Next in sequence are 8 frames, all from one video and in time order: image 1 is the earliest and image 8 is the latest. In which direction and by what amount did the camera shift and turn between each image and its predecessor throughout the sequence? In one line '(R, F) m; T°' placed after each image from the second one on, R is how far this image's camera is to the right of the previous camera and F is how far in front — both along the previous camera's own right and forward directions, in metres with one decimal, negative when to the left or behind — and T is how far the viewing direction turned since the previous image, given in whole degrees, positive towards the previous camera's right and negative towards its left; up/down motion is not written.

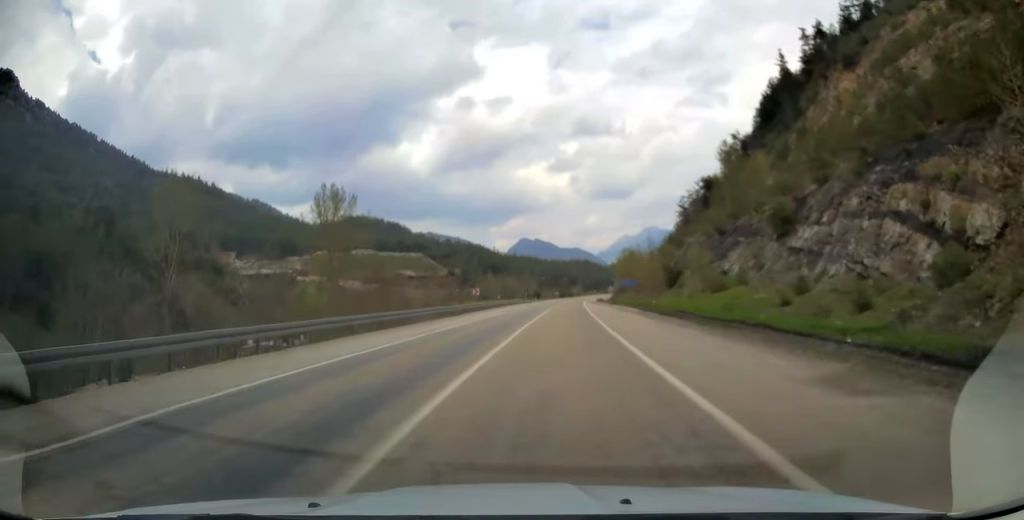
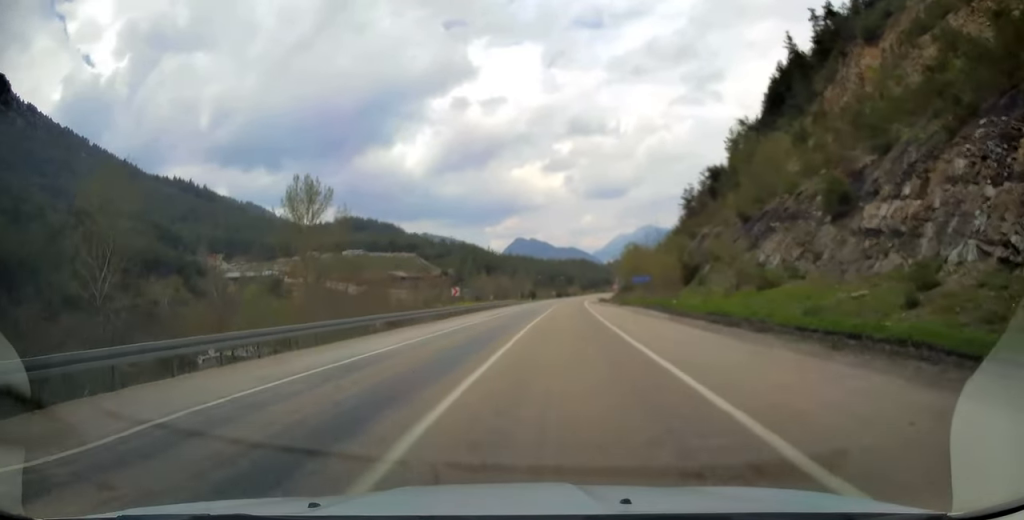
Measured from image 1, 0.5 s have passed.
(+0.1, +10.2) m; +1°
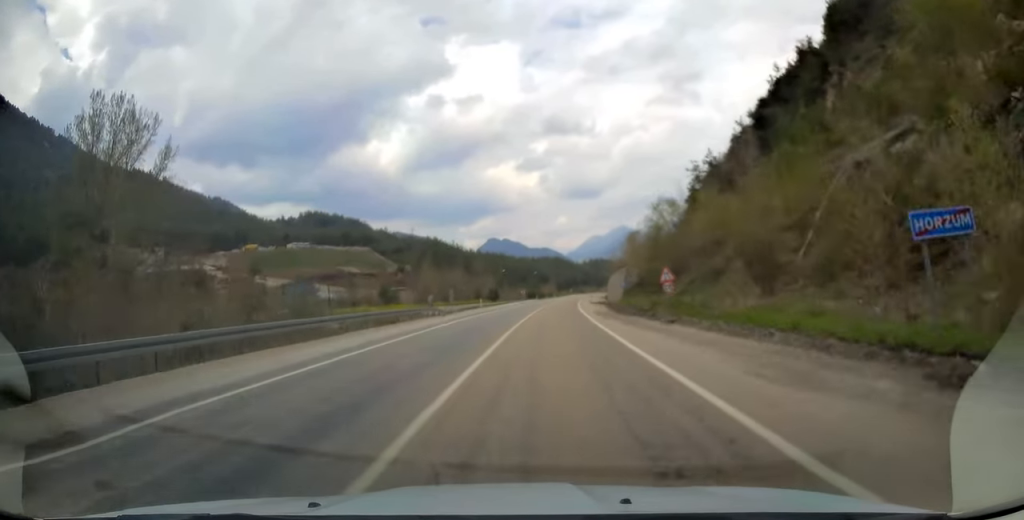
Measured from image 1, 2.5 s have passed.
(+0.6, +44.9) m; +2°
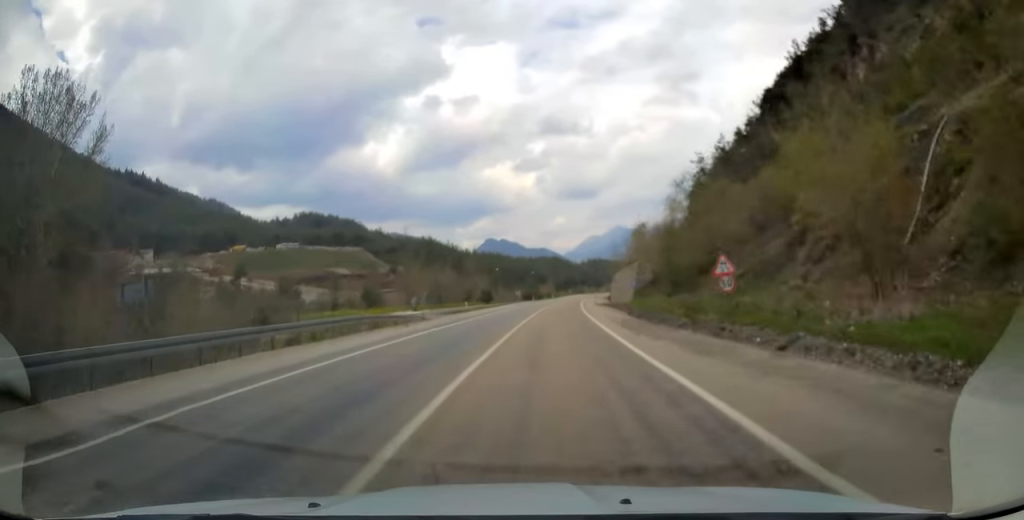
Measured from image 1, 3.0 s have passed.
(+0.2, +10.4) m; +1°
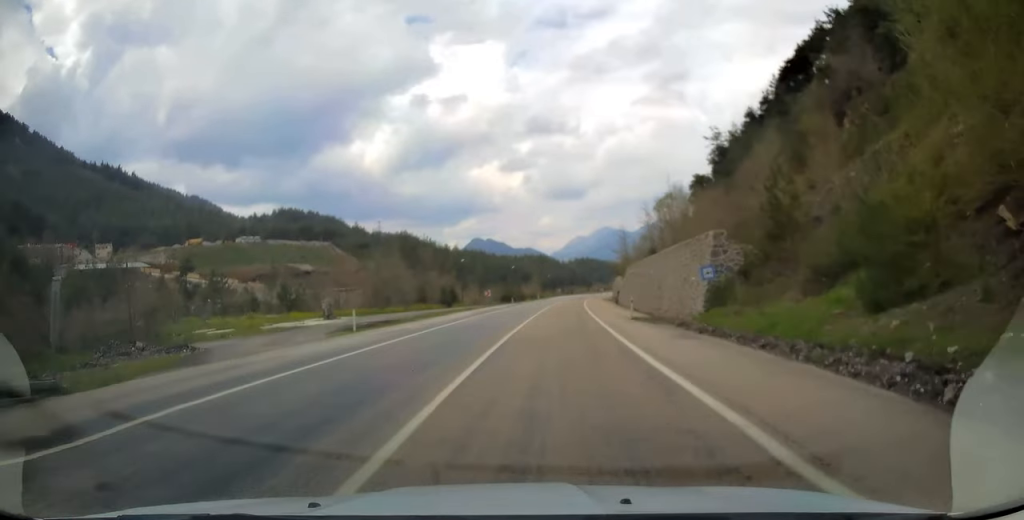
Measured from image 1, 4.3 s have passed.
(+0.4, +29.8) m; +2°
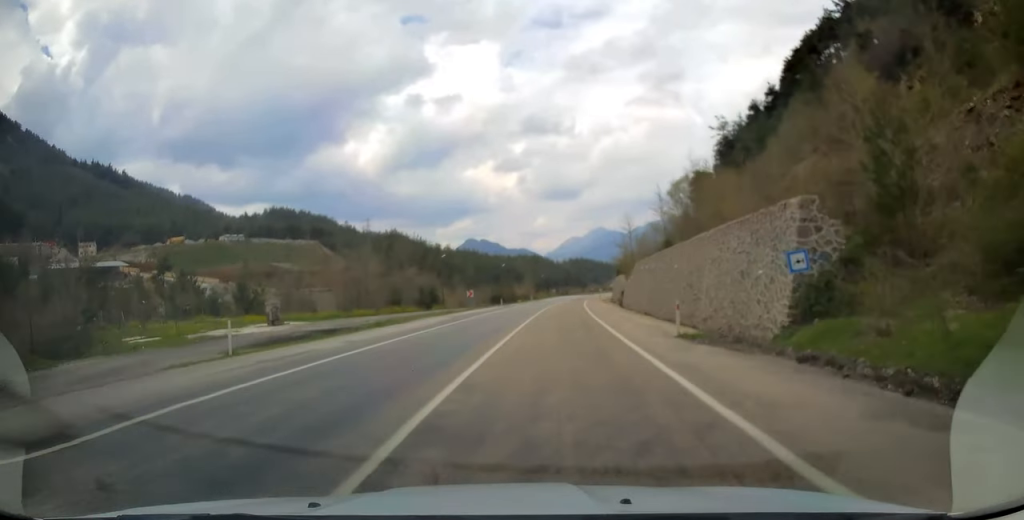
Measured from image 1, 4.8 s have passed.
(0.0, +10.5) m; +1°
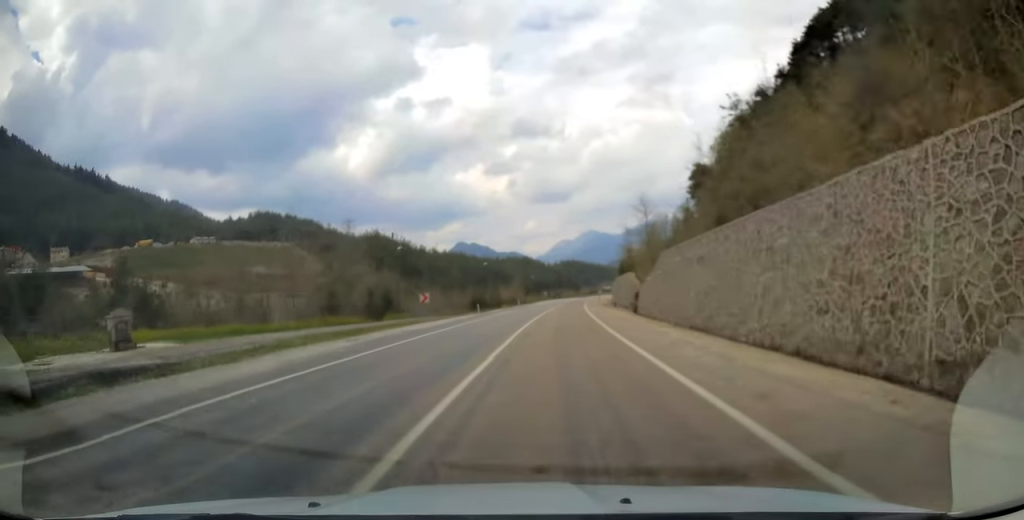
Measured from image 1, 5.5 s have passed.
(+0.2, +17.4) m; +1°
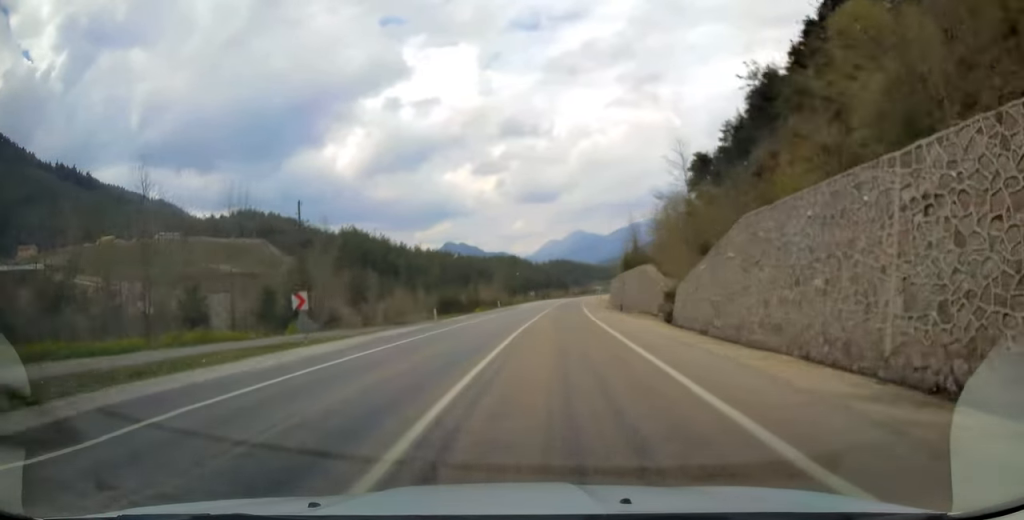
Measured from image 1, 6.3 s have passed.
(+0.1, +18.7) m; +1°
